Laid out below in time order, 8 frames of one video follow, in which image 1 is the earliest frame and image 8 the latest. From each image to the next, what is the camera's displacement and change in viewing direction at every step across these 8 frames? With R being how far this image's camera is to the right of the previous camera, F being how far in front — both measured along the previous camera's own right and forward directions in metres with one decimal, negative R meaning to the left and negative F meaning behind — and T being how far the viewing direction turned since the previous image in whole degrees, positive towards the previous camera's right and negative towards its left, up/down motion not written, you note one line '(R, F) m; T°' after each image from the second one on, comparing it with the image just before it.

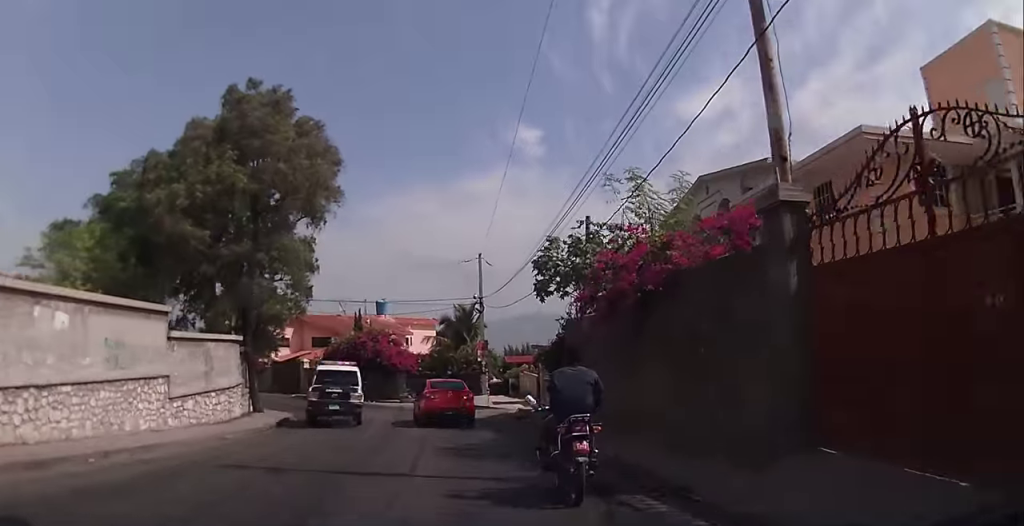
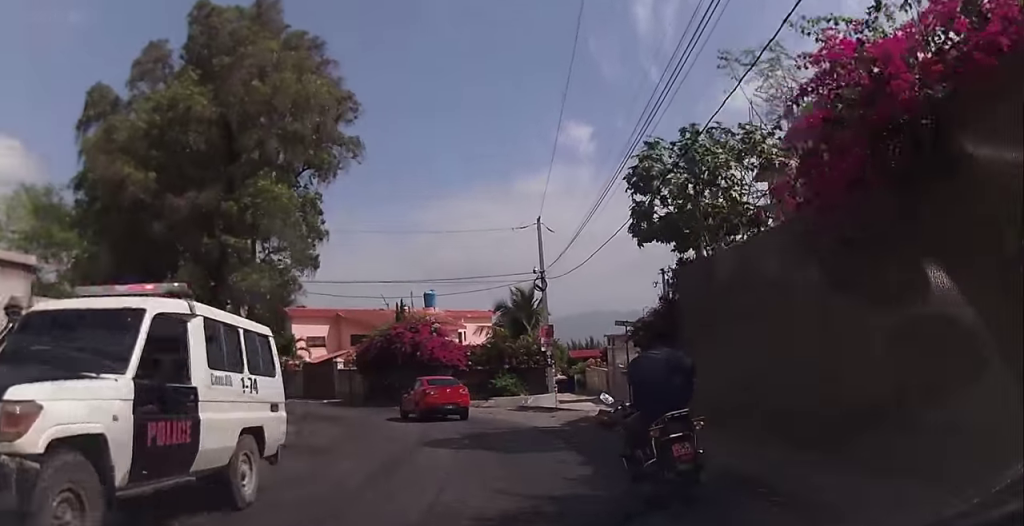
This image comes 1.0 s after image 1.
(-0.3, +8.6) m; -2°
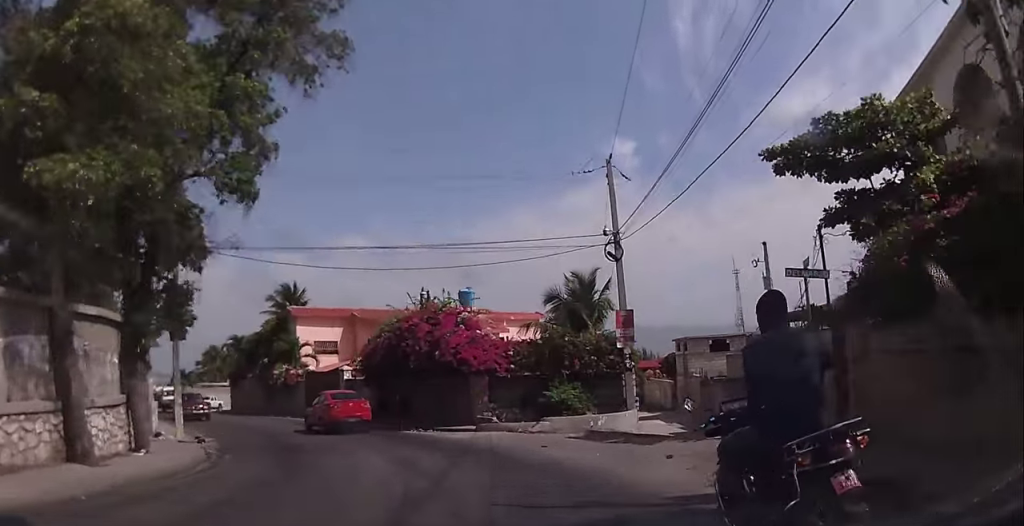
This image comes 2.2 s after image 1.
(0.0, +10.3) m; -3°
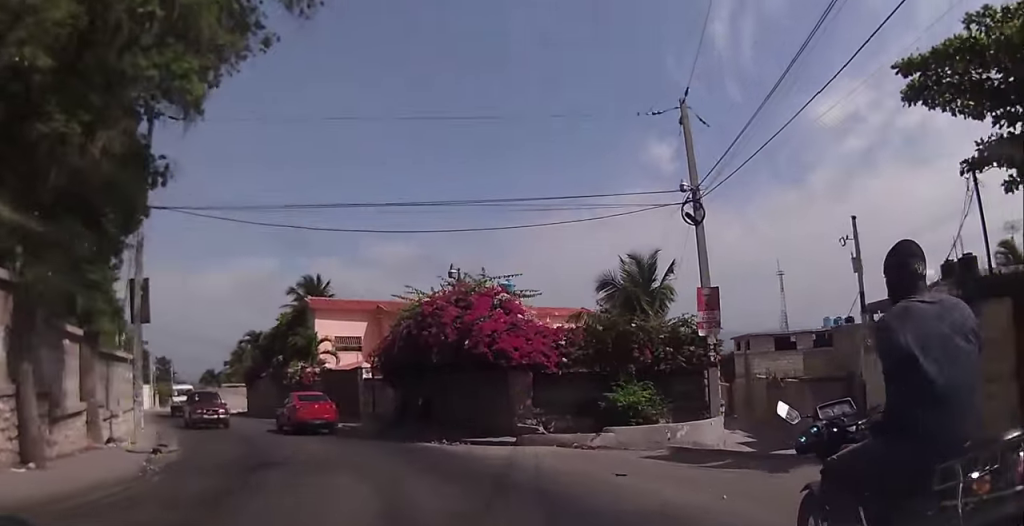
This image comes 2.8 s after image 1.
(-0.1, +5.0) m; -6°
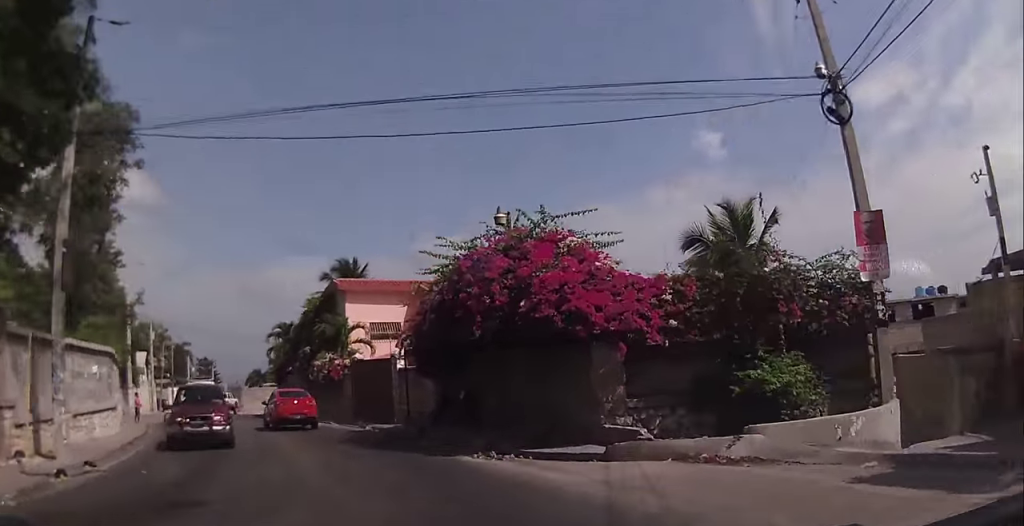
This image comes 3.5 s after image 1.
(+0.1, +5.6) m; -10°
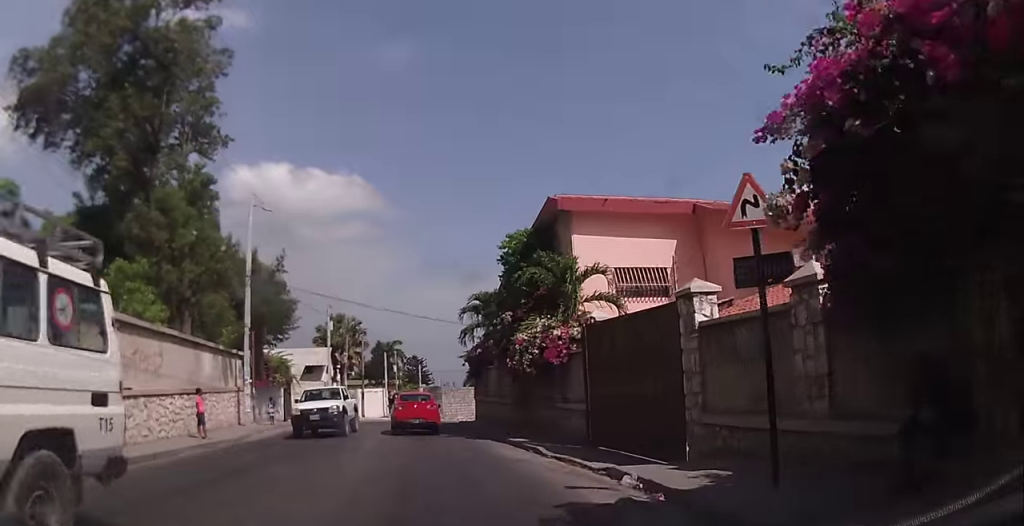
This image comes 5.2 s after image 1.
(-2.6, +14.9) m; -16°
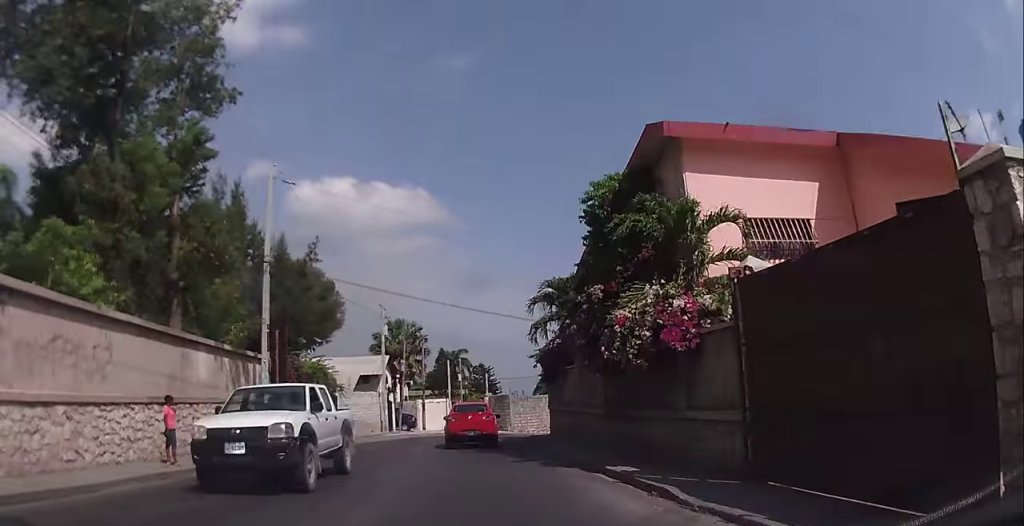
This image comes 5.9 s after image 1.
(-0.4, +6.0) m; -4°
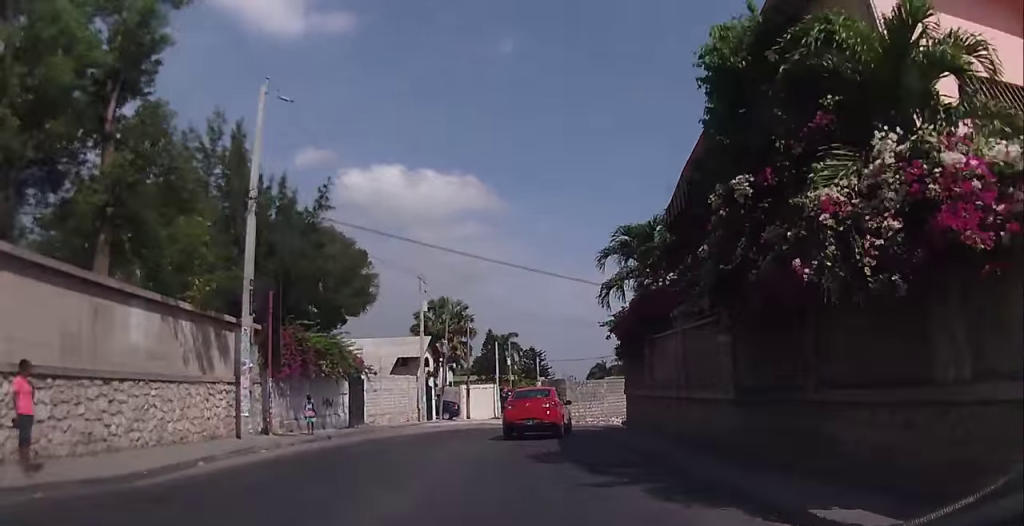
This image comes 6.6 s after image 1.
(-0.4, +6.4) m; -3°
